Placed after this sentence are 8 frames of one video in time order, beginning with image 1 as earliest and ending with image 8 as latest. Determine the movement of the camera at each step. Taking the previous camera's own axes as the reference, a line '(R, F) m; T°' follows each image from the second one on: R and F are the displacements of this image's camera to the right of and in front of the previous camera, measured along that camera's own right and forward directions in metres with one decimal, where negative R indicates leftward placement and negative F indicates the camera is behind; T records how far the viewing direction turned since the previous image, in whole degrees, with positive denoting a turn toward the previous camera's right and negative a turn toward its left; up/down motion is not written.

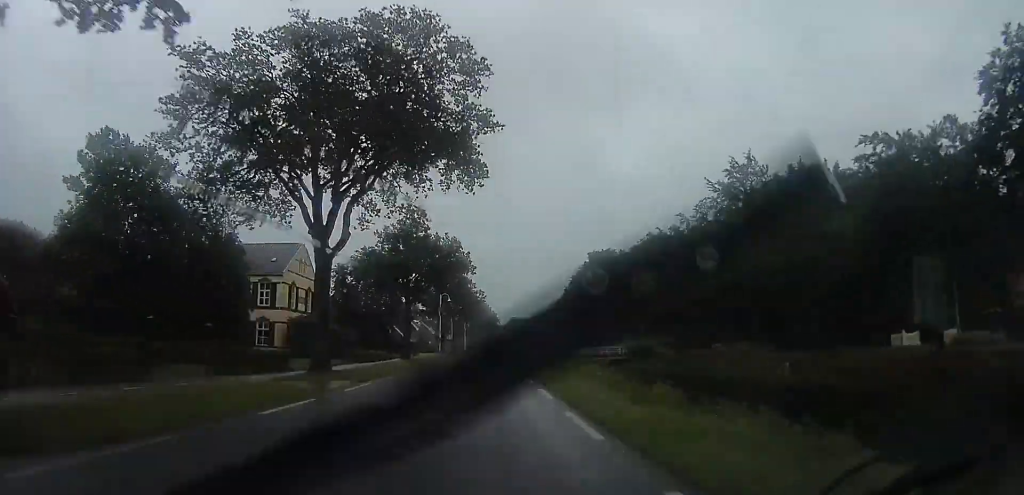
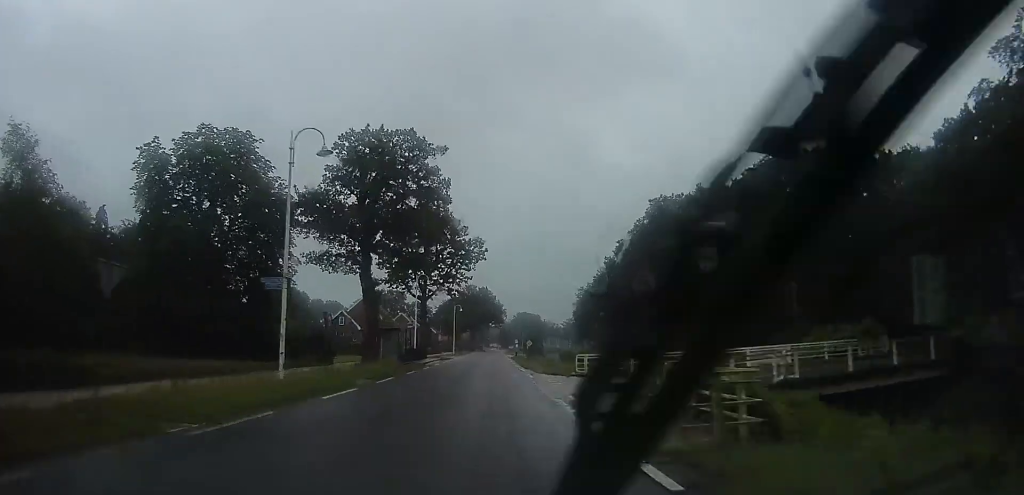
(-0.9, +51.2) m; -1°
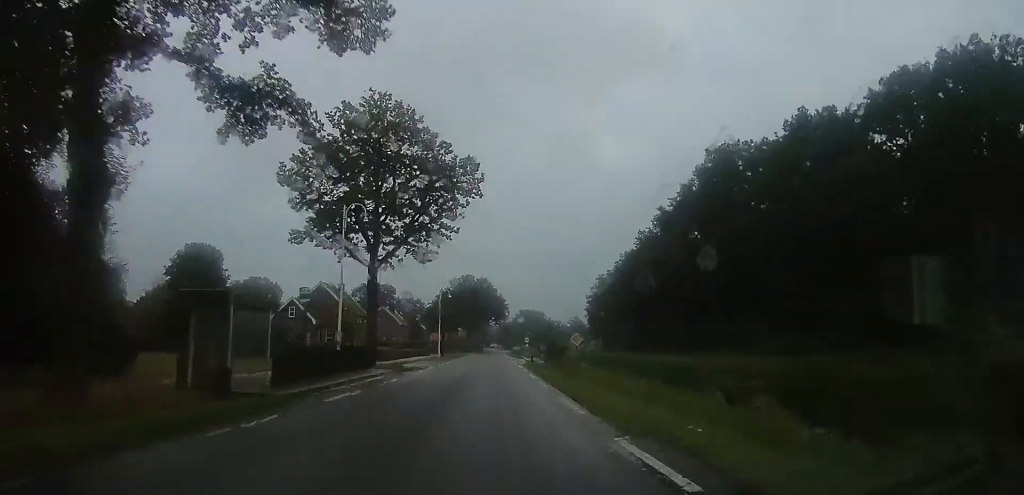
(0.0, +24.4) m; 0°
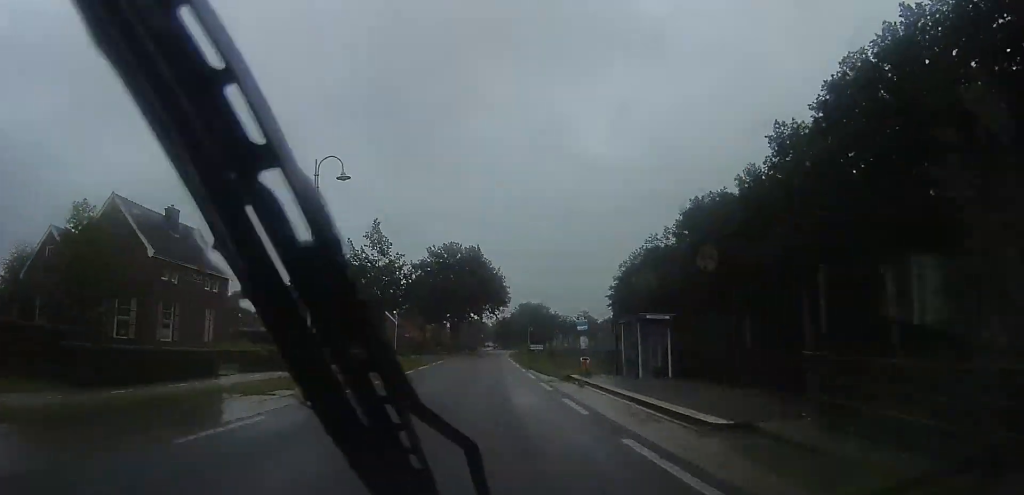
(+0.6, +42.7) m; +2°
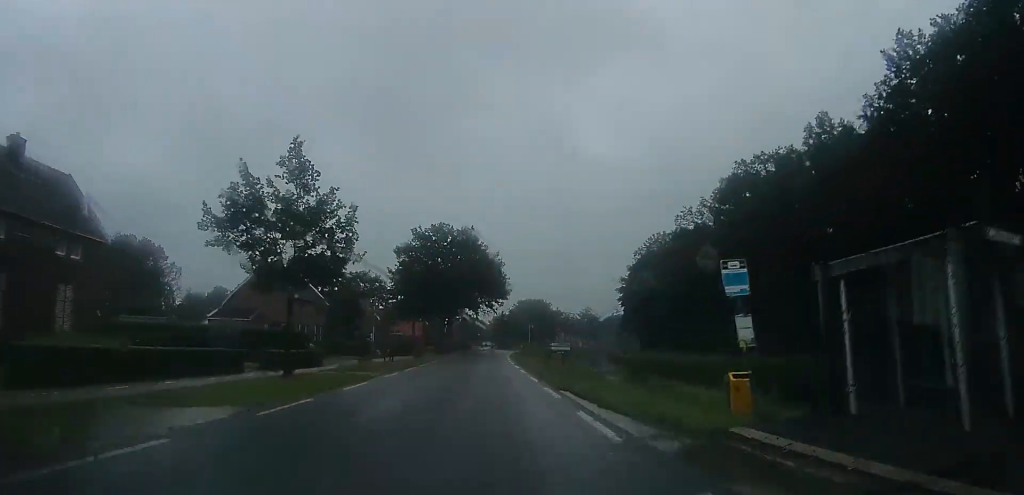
(+0.1, +15.0) m; +1°
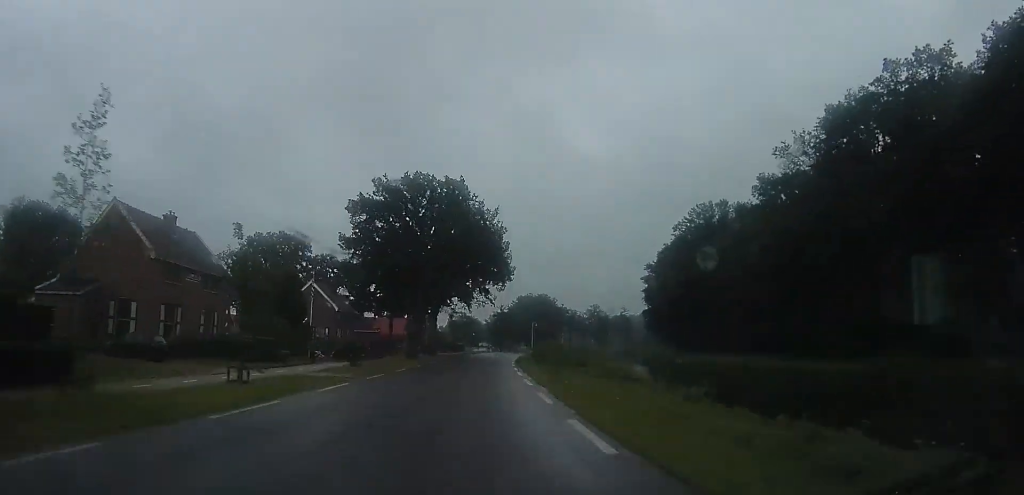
(+0.1, +25.1) m; 0°
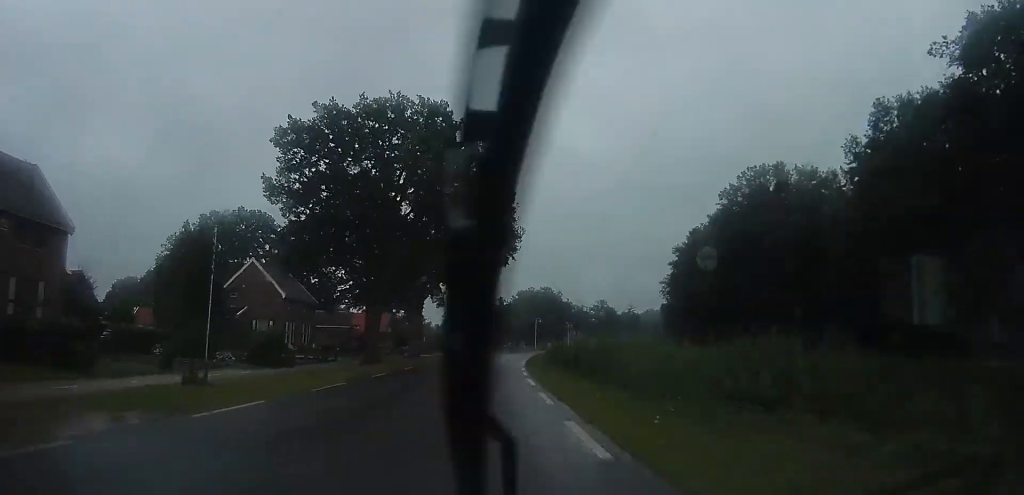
(0.0, +18.4) m; 0°
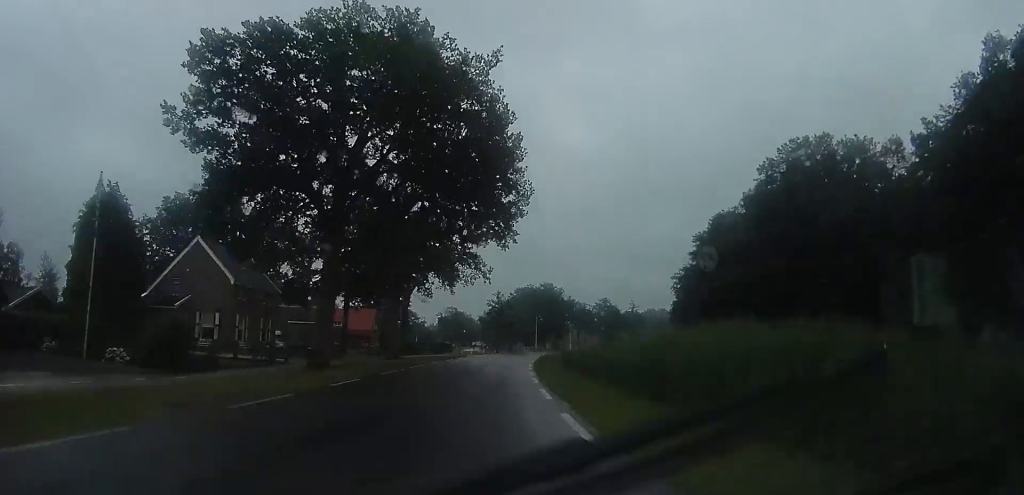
(0.0, +10.9) m; 0°
